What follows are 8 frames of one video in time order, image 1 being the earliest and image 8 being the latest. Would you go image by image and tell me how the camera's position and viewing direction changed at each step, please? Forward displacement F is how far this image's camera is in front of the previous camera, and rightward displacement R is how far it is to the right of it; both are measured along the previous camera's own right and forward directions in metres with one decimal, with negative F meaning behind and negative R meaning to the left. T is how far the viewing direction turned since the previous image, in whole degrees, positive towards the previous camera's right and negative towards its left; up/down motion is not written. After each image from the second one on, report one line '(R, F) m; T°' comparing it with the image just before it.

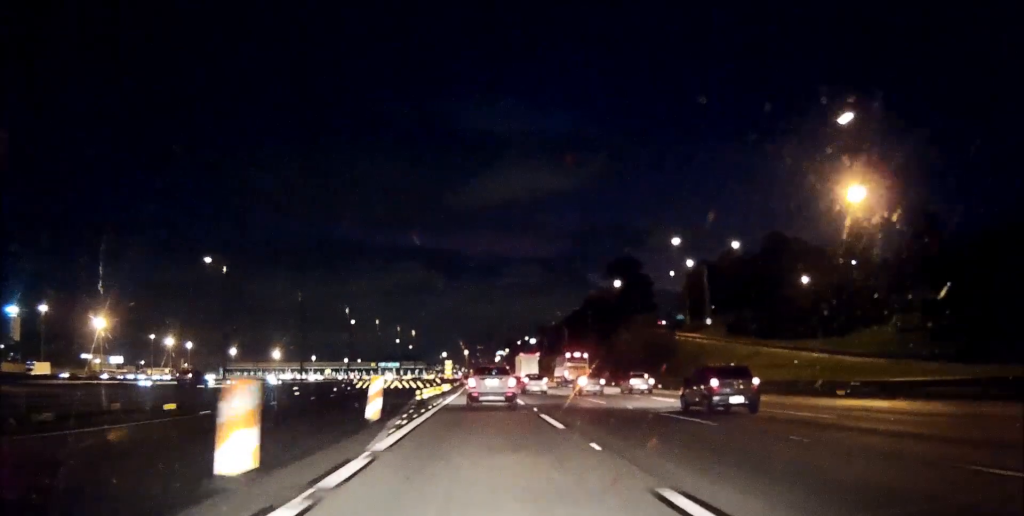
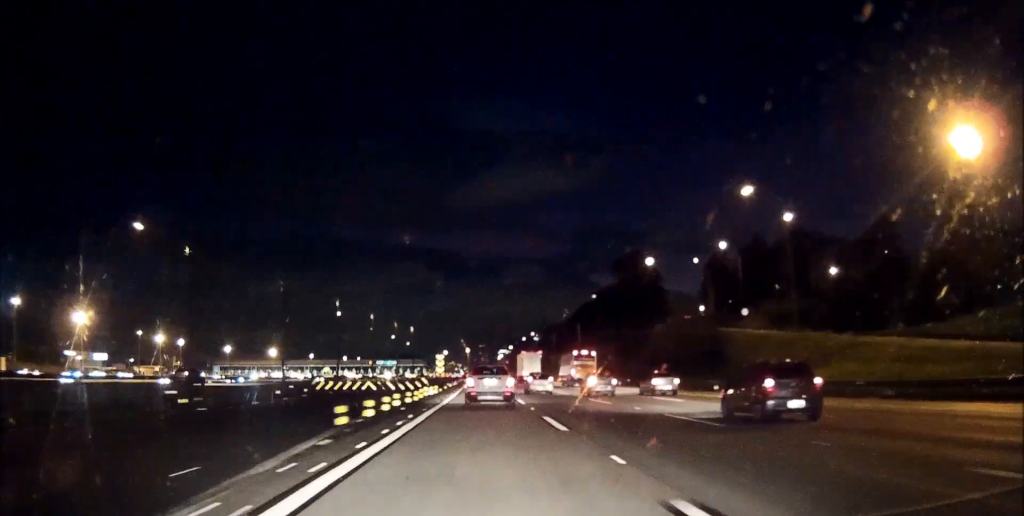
(0.0, +16.7) m; 0°
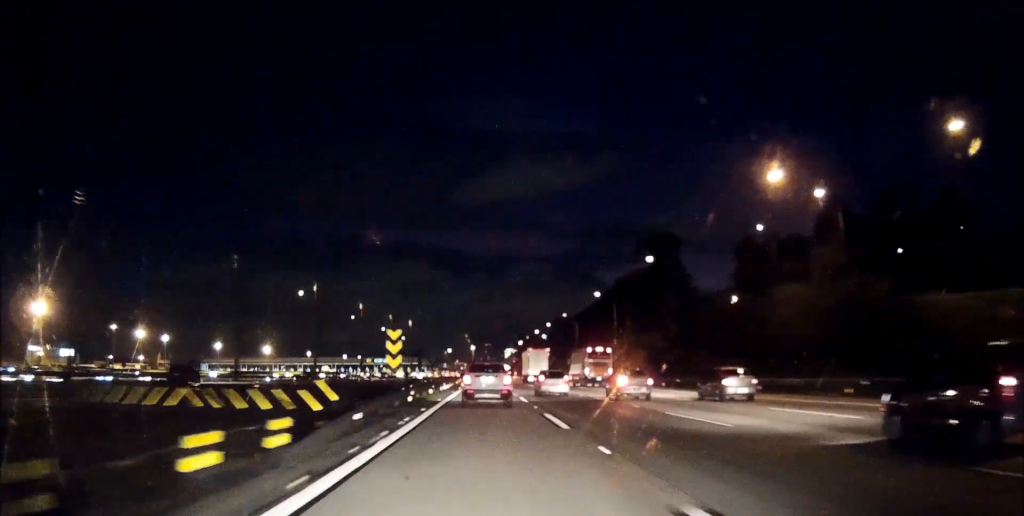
(0.0, +31.8) m; 0°
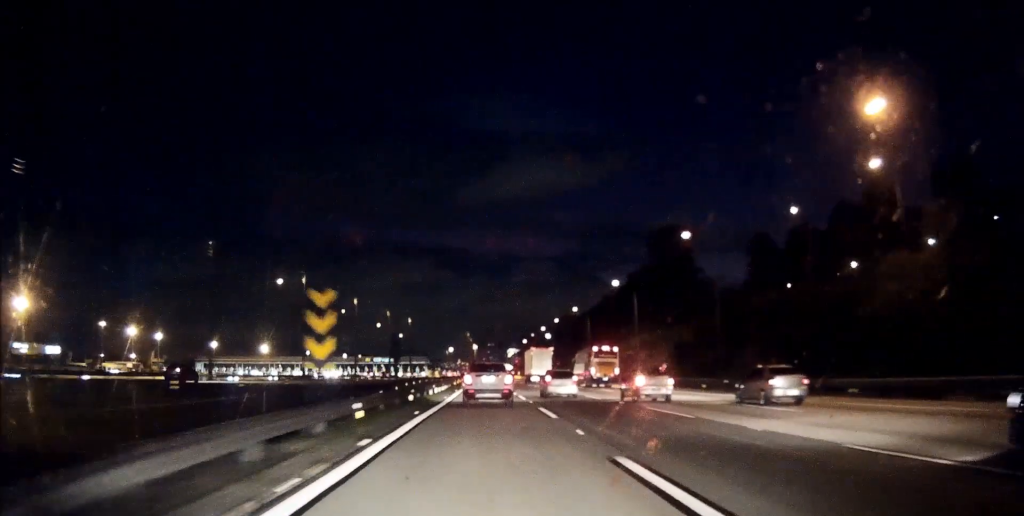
(0.0, +12.2) m; 0°
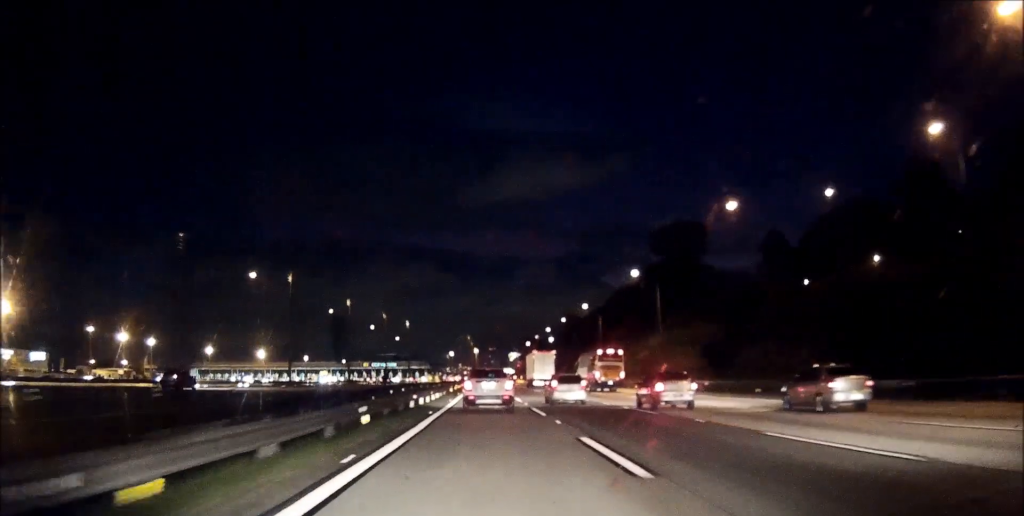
(0.0, +11.3) m; 0°
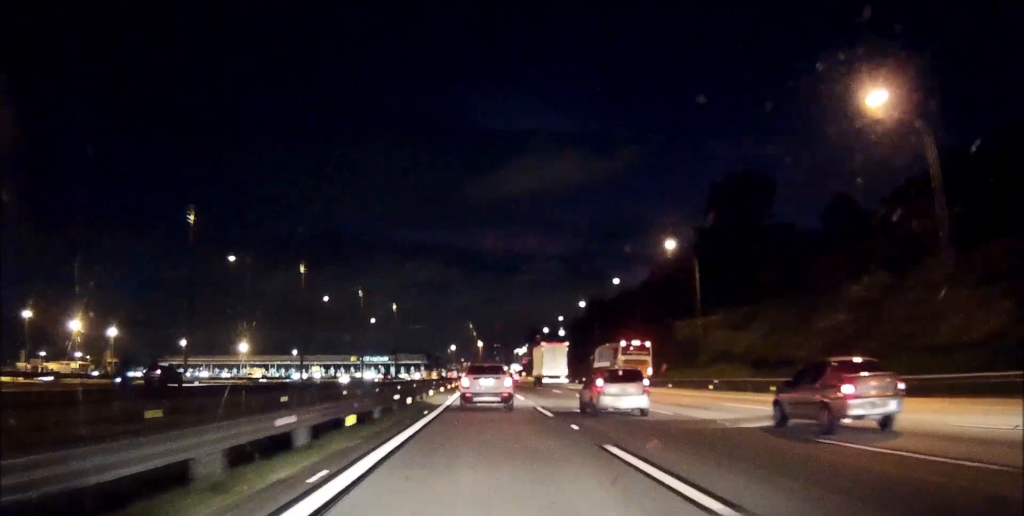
(-0.3, +50.6) m; -1°
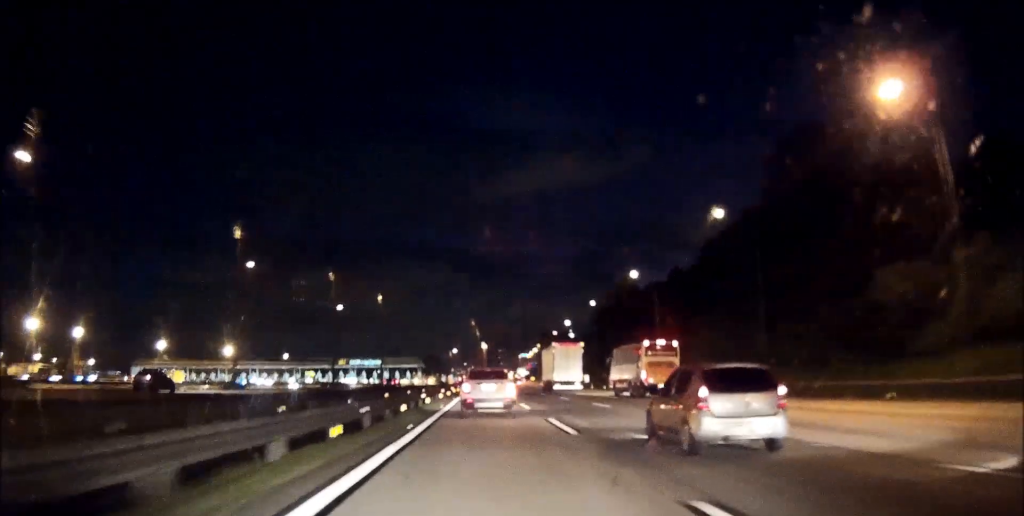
(-0.1, +36.5) m; 0°
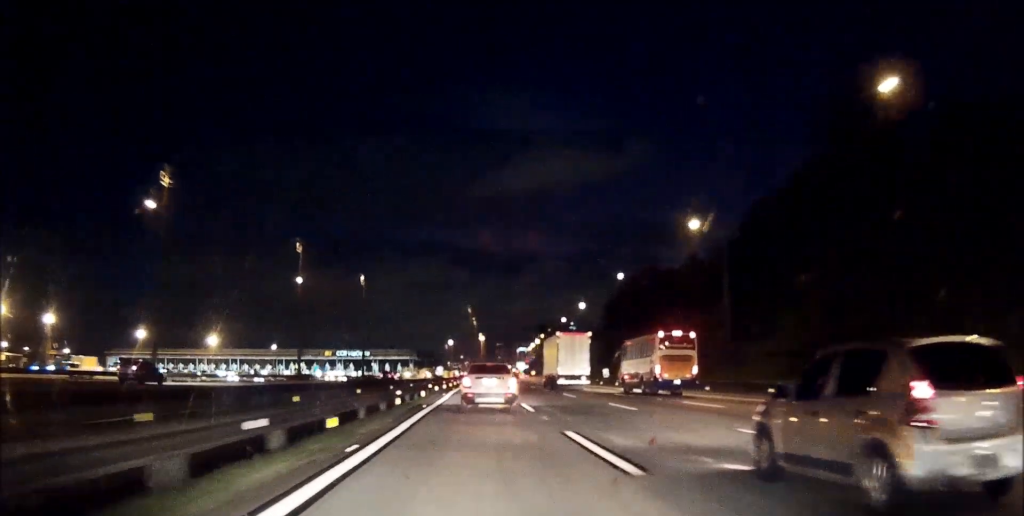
(+0.1, +23.1) m; 0°
